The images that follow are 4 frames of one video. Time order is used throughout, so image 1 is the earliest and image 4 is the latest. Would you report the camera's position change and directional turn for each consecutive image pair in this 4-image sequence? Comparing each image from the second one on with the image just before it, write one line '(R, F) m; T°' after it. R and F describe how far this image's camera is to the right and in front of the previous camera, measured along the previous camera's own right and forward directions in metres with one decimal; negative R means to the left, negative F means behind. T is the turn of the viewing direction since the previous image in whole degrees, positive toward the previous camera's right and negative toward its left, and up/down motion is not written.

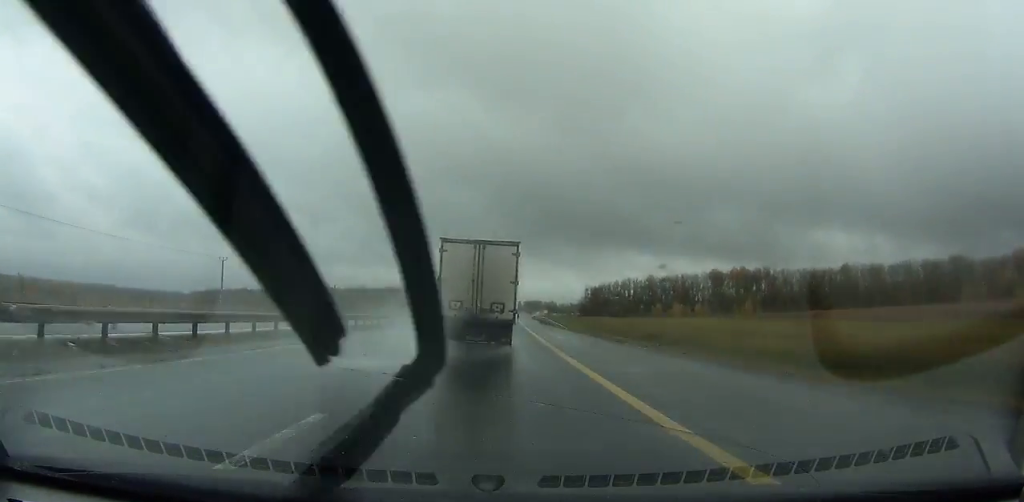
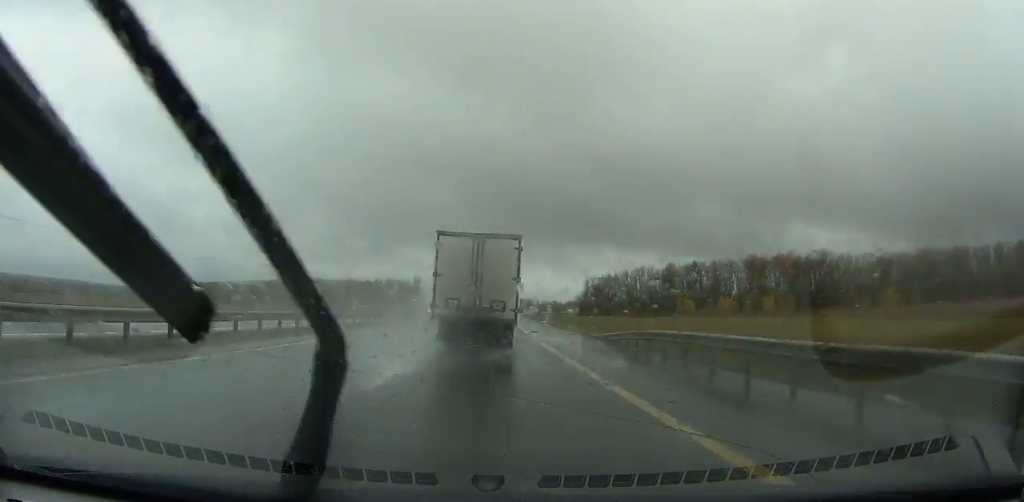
(+0.5, +65.9) m; +1°
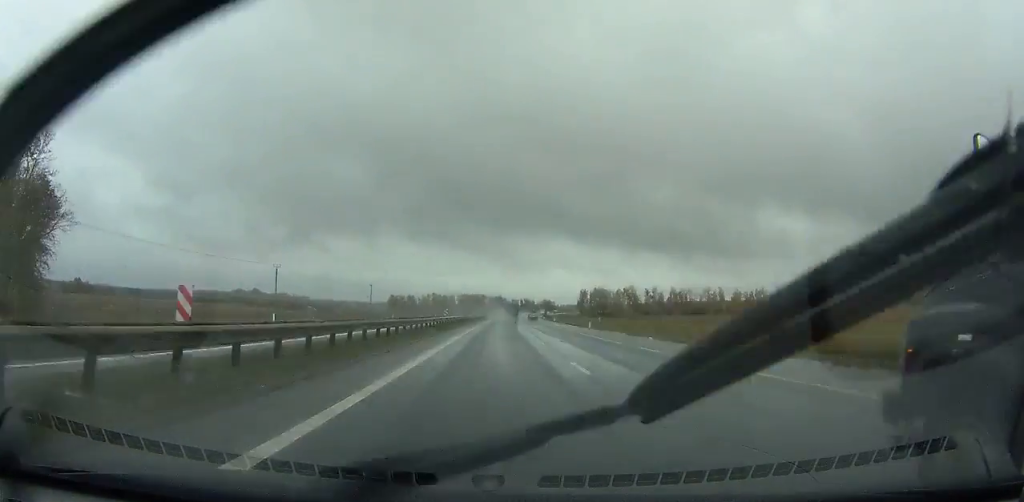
(+8.4, +275.4) m; +5°
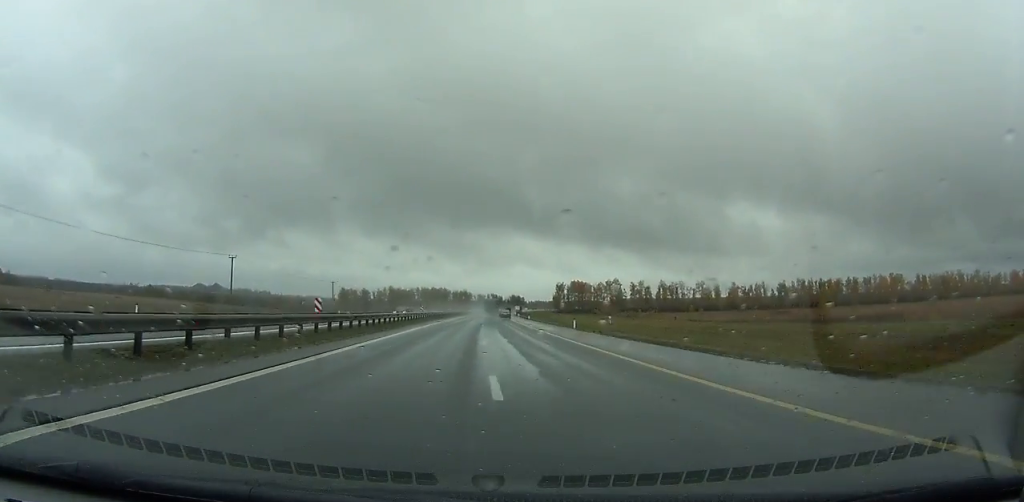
(+1.1, +61.5) m; +2°
